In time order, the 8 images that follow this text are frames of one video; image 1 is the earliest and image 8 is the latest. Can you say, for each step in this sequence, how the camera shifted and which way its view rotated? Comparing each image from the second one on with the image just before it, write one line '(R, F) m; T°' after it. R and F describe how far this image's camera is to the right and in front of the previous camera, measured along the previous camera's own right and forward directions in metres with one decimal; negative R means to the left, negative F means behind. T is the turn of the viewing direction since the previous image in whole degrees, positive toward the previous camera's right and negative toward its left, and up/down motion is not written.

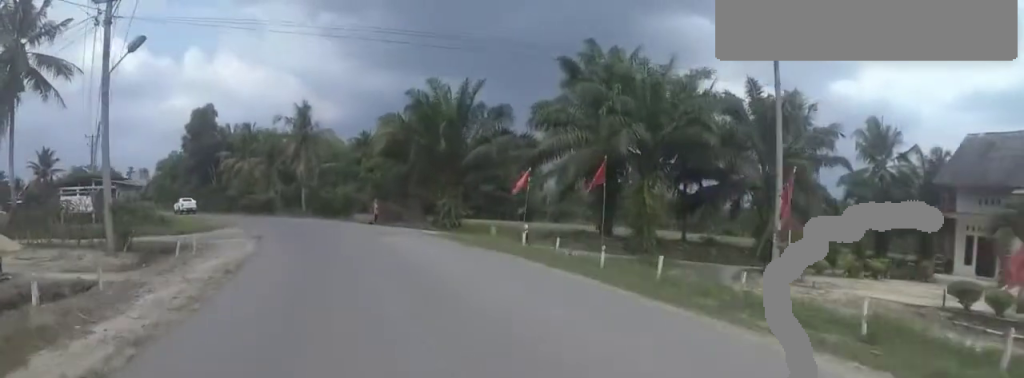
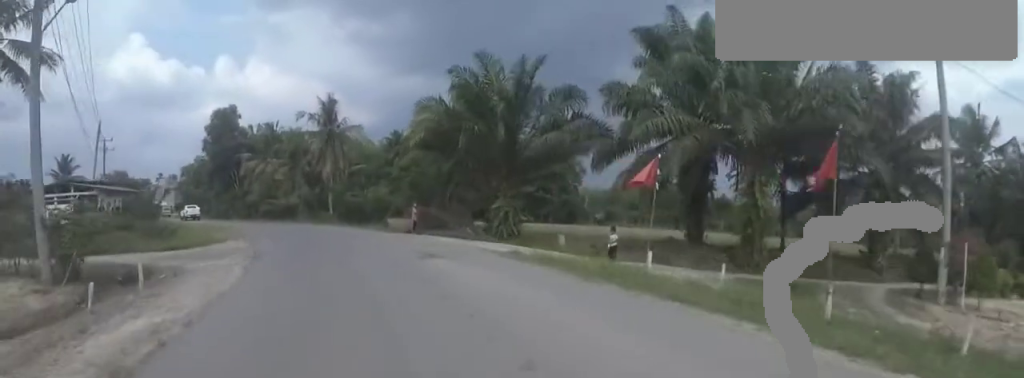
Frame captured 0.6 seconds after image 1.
(+0.1, +5.4) m; -7°
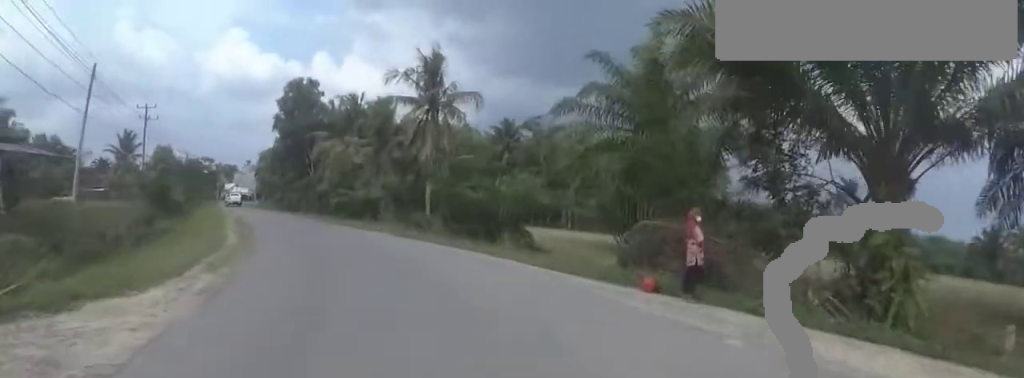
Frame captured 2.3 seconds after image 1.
(-2.1, +14.4) m; -13°
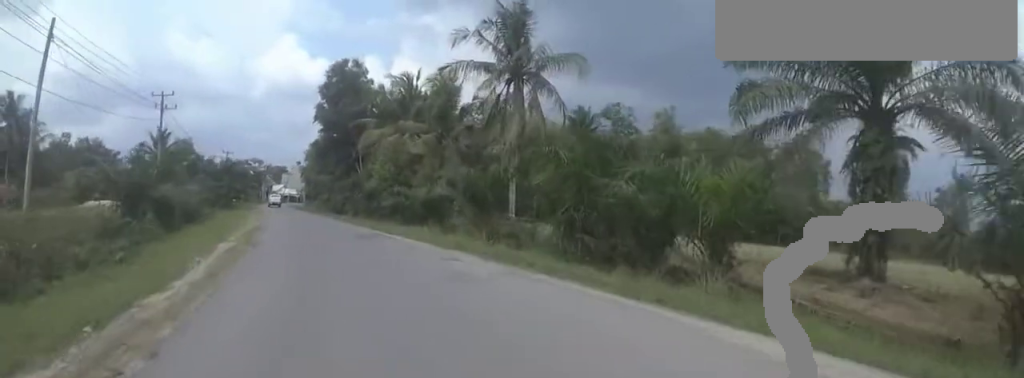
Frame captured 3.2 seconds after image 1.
(-0.8, +8.7) m; -4°
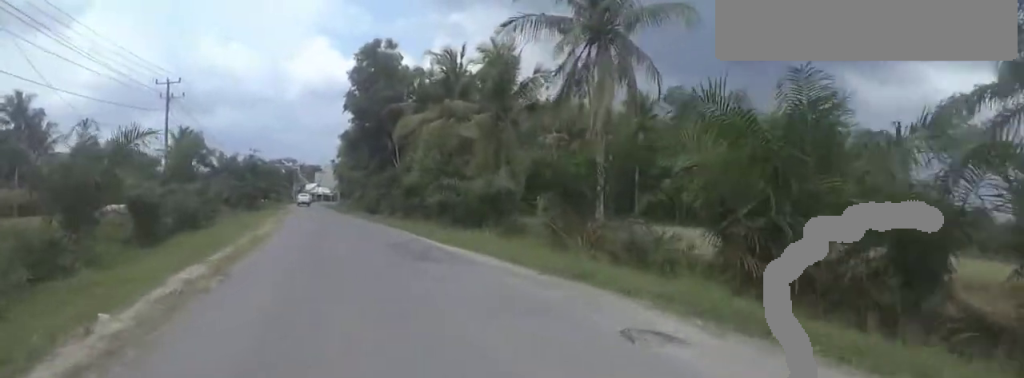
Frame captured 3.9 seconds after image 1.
(-0.1, +6.0) m; -1°
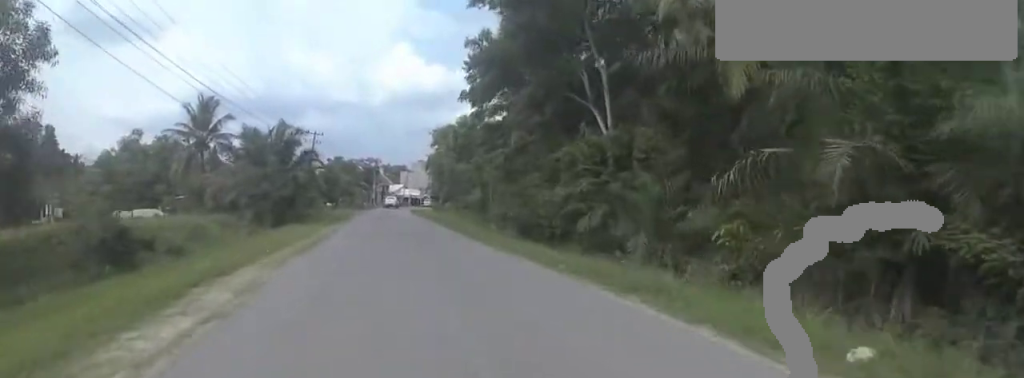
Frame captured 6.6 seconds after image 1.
(-2.4, +26.5) m; -7°
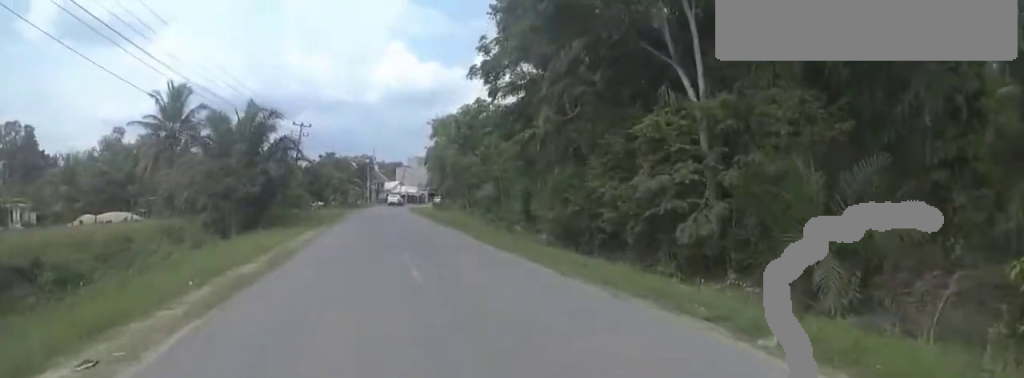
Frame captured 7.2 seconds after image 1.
(+0.4, +5.8) m; +3°
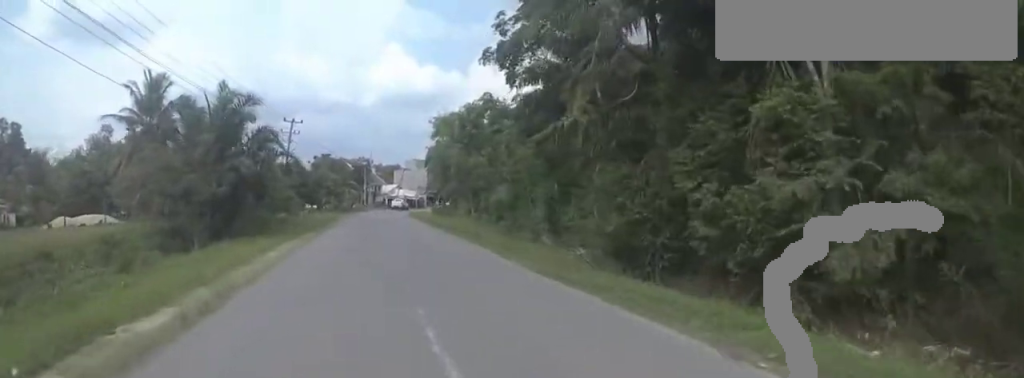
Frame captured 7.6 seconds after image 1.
(+0.1, +4.2) m; +1°
